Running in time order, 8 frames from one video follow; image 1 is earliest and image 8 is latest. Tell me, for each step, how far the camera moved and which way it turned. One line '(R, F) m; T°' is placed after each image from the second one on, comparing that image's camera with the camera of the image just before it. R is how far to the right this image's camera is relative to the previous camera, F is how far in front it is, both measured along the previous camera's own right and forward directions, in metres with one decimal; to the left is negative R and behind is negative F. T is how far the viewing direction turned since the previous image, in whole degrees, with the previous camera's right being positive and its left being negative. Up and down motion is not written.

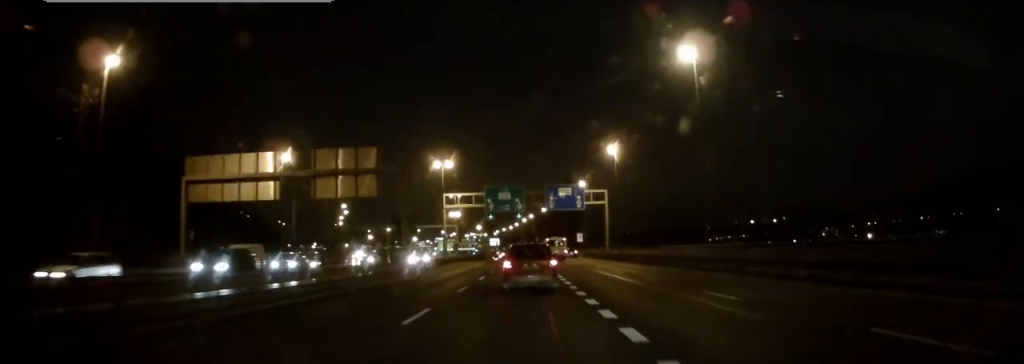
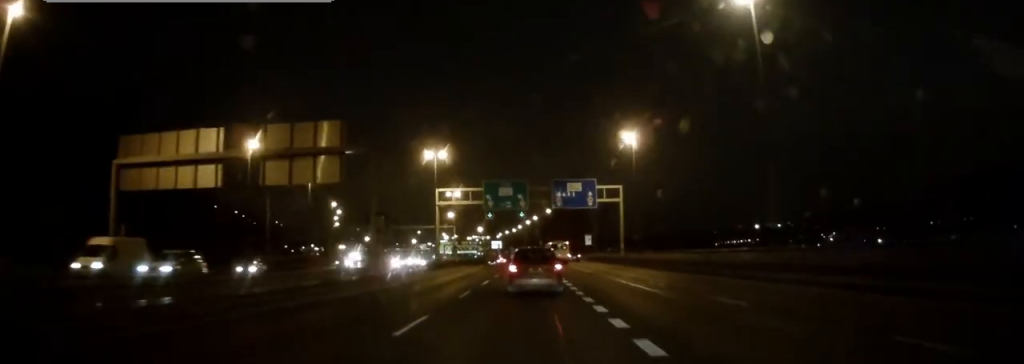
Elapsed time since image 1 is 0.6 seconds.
(-0.1, +9.8) m; -1°
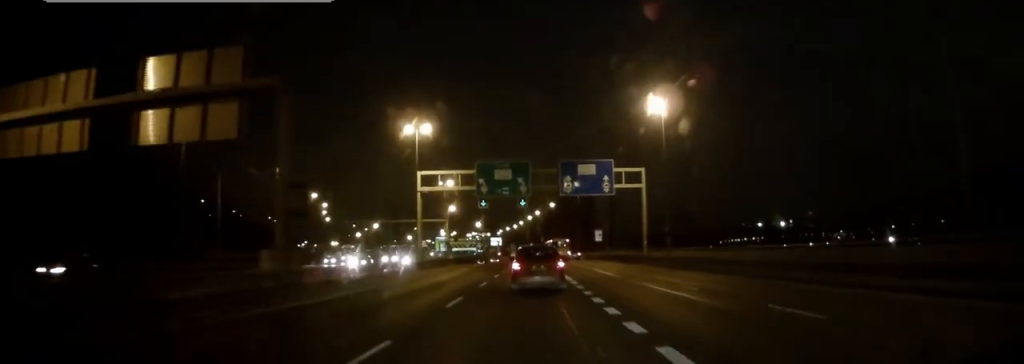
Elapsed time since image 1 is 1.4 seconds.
(0.0, +13.1) m; 0°
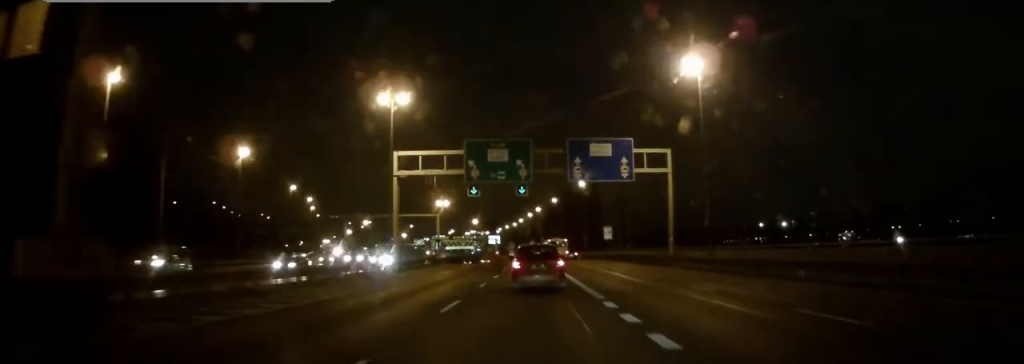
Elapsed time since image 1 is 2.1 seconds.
(-0.1, +11.2) m; 0°
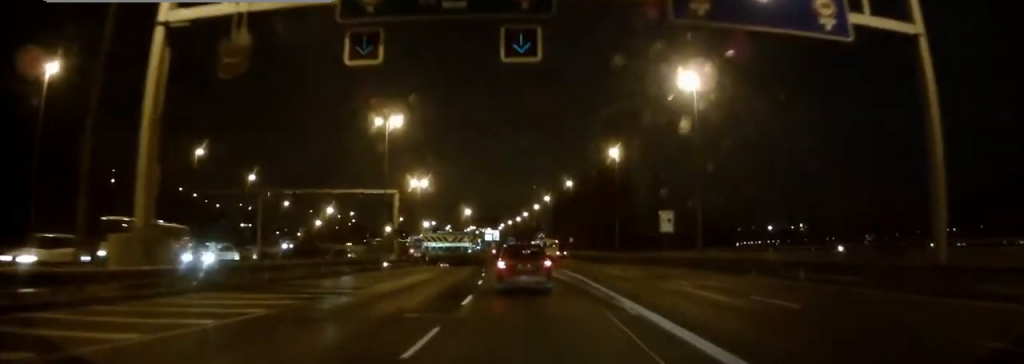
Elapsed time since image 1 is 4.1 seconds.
(+0.2, +33.3) m; 0°
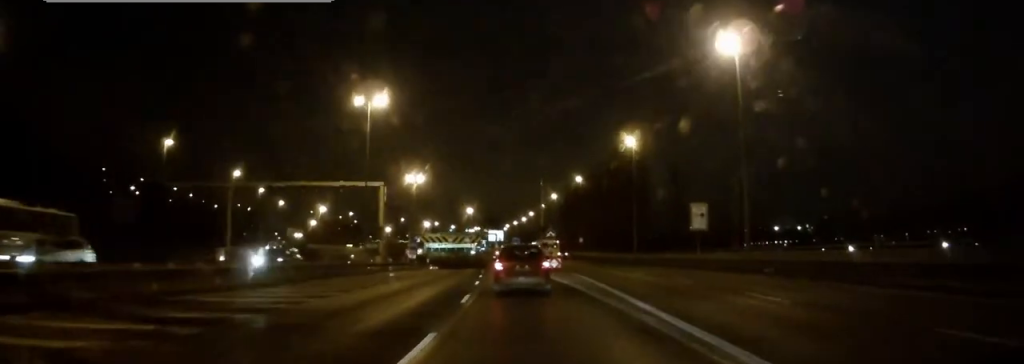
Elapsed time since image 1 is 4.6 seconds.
(0.0, +7.8) m; 0°
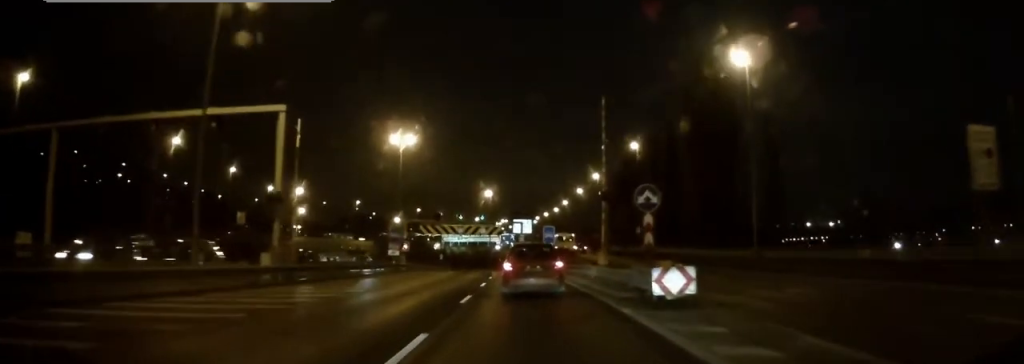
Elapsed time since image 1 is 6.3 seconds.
(-0.5, +27.5) m; -2°
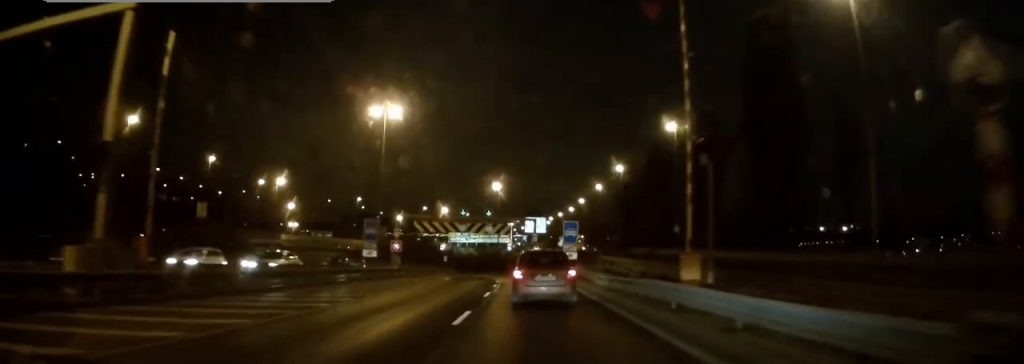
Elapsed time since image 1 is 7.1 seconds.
(0.0, +12.7) m; -1°
